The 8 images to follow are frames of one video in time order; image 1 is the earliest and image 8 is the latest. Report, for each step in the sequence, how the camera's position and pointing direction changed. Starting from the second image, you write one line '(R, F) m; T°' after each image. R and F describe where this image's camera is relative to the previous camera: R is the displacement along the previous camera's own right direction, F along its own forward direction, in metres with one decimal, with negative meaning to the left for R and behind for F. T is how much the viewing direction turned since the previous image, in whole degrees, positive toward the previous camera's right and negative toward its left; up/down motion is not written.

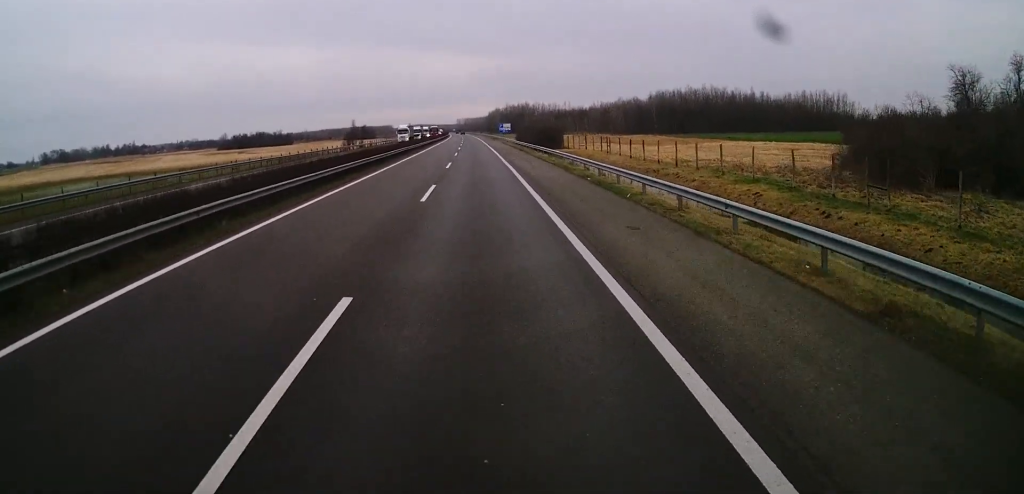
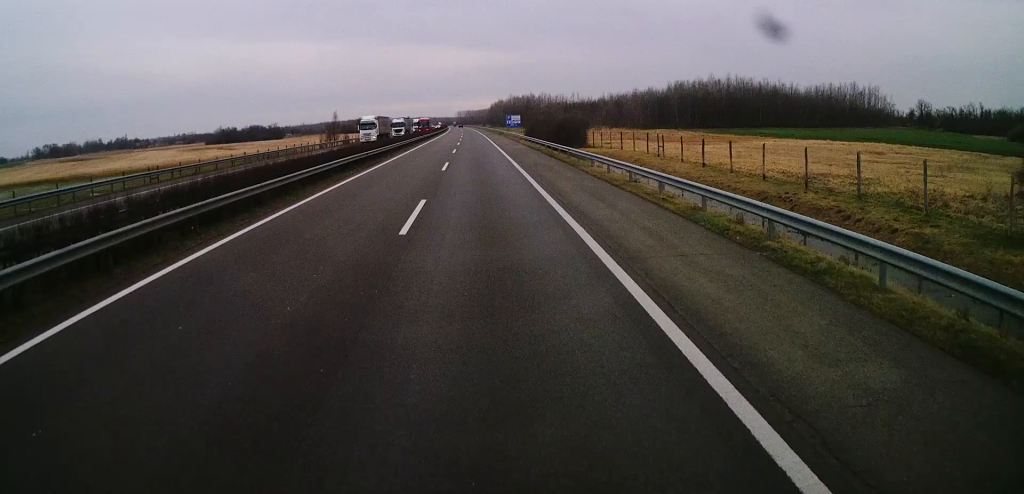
(0.0, +22.6) m; 0°
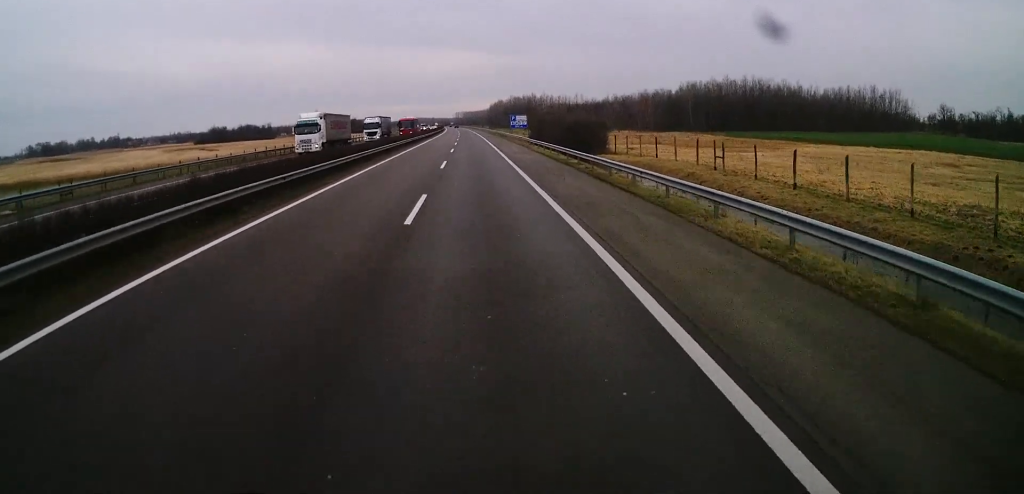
(0.0, +15.9) m; 0°
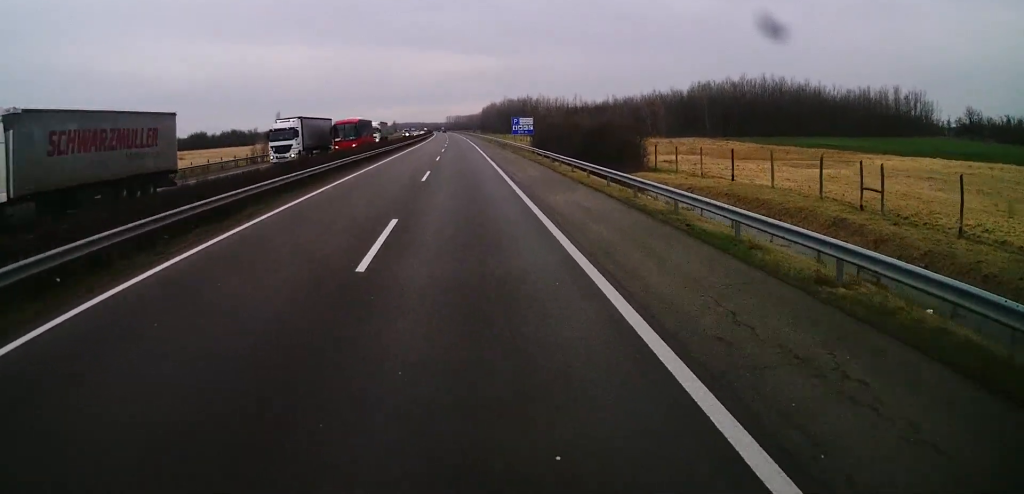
(0.0, +21.4) m; 0°
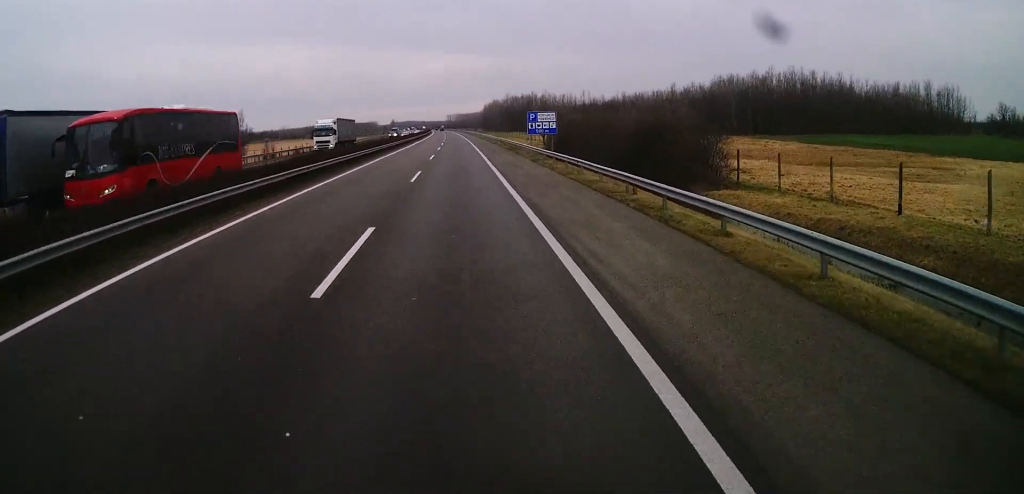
(0.0, +19.5) m; 0°
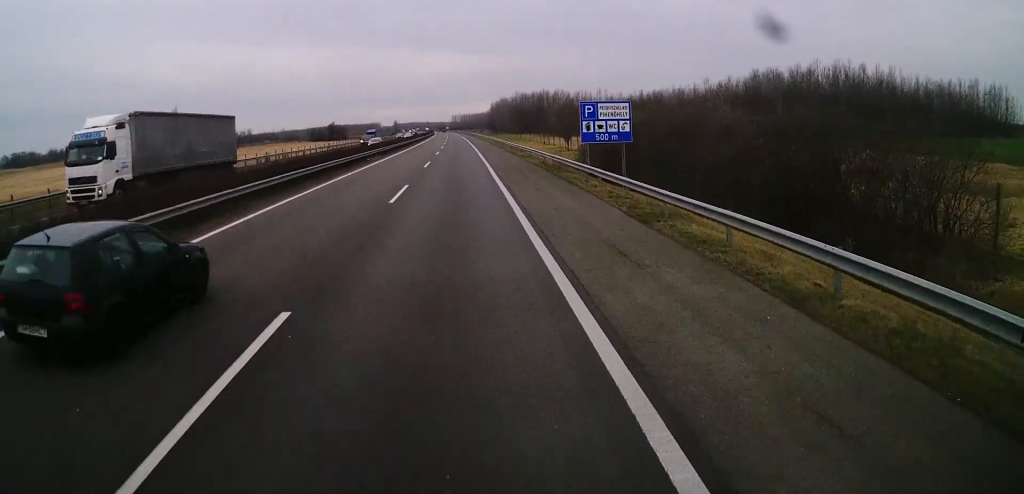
(0.0, +24.3) m; 0°
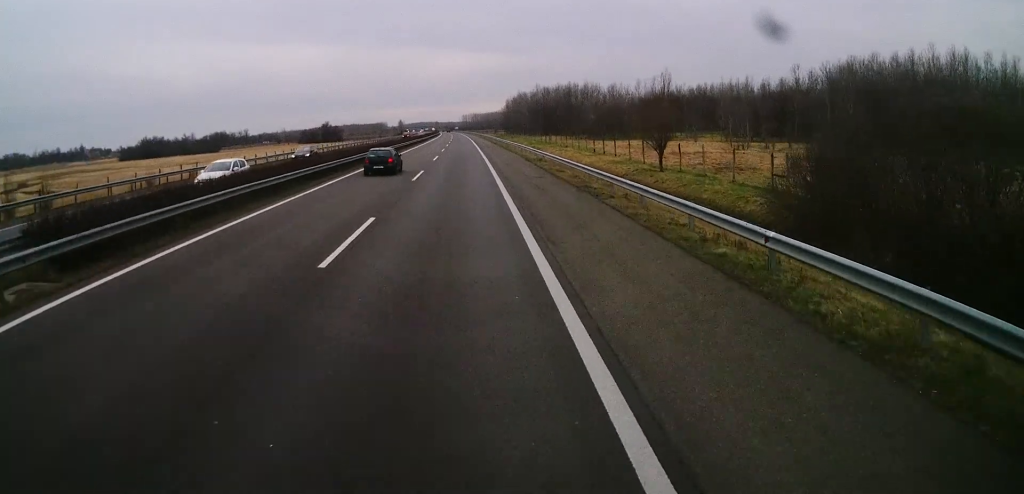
(+0.4, +45.9) m; -1°
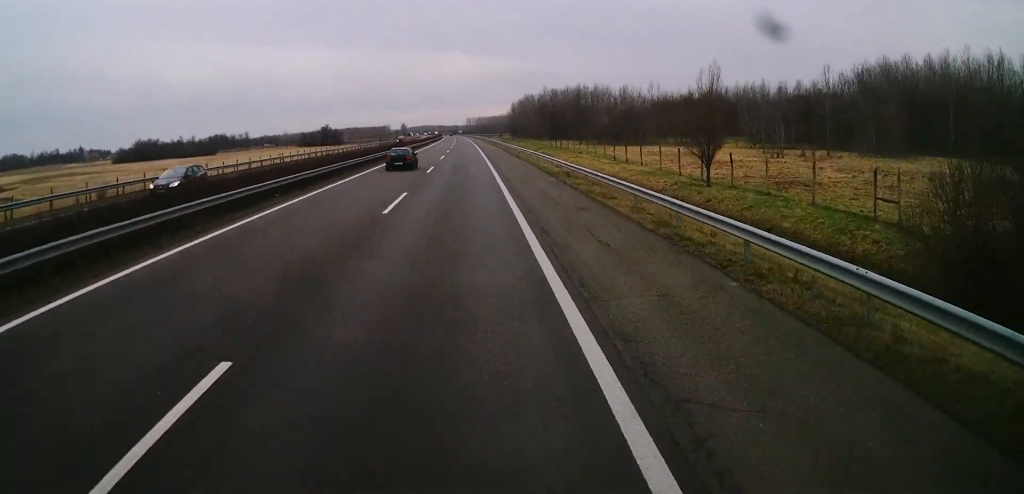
(0.0, +10.7) m; -1°
